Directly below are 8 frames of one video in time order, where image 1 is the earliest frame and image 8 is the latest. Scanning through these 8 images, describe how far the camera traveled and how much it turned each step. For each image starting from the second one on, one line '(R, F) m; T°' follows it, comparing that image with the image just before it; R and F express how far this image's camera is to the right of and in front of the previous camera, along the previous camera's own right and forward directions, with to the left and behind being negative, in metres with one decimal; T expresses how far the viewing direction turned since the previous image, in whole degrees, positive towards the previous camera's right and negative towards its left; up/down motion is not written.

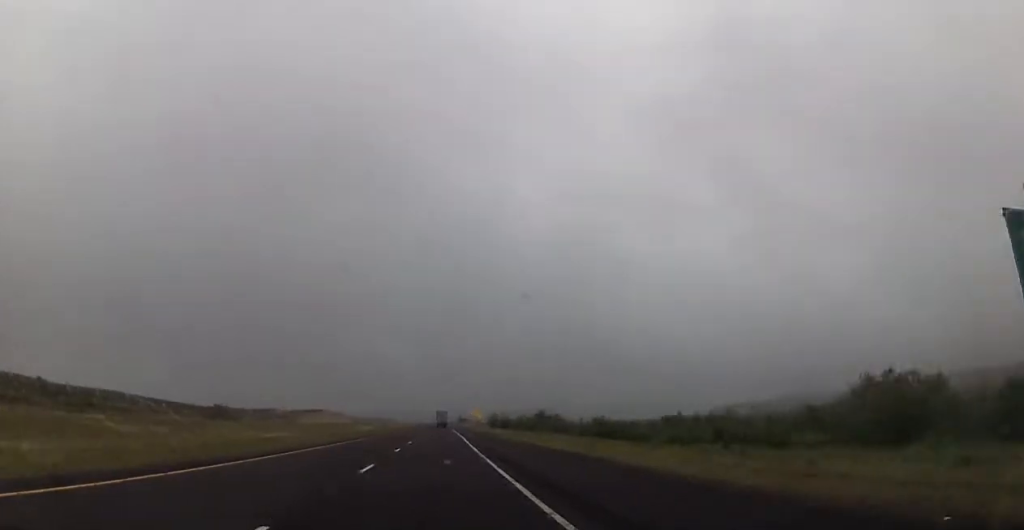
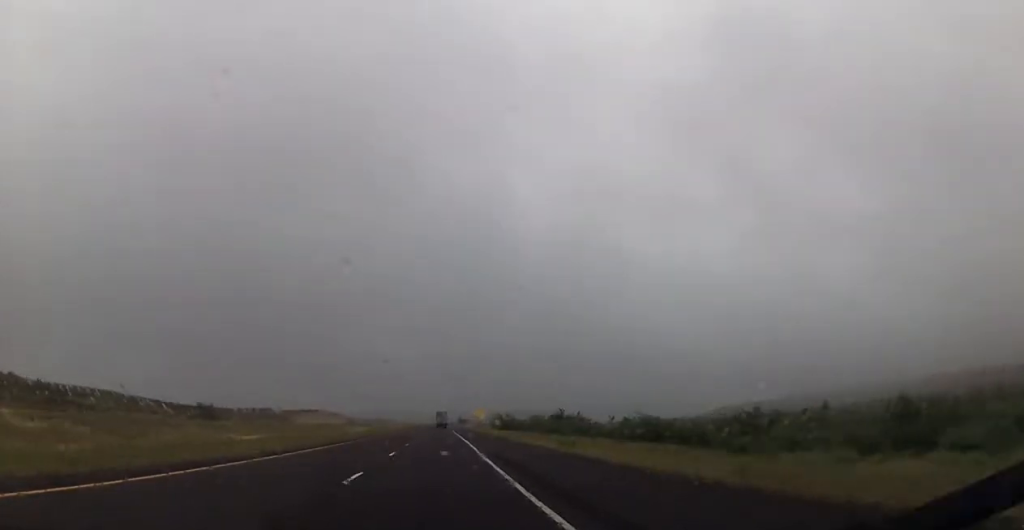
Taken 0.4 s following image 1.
(0.0, +15.0) m; 0°
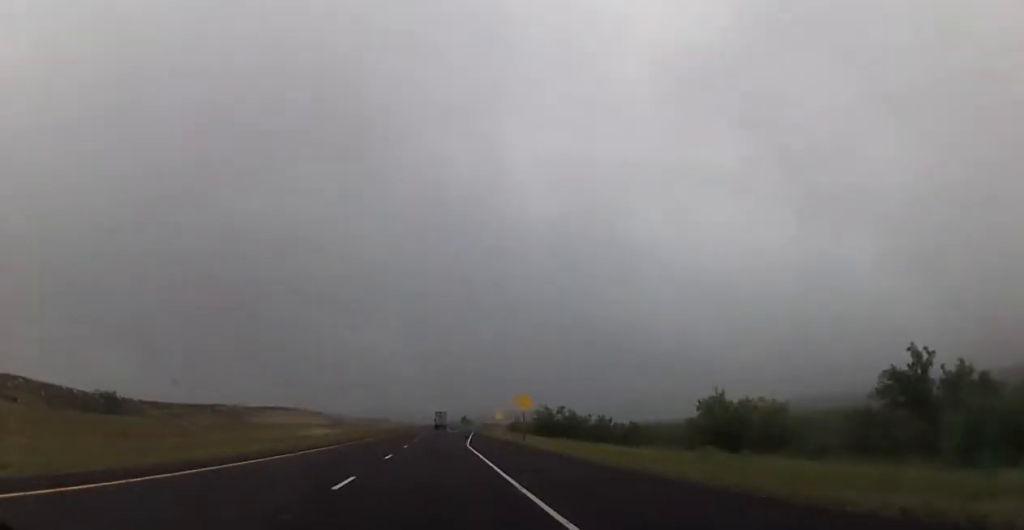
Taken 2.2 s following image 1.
(0.0, +62.2) m; 0°
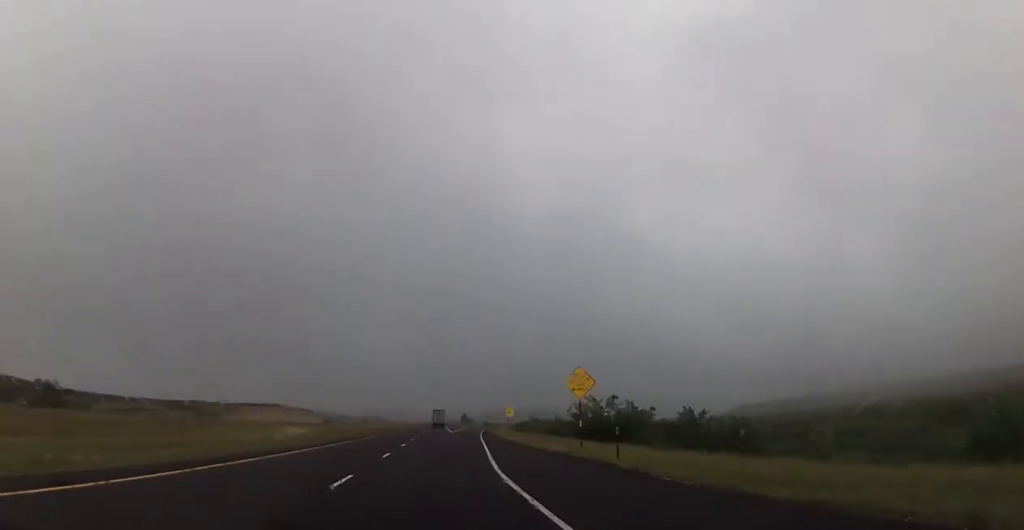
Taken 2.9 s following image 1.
(0.0, +24.2) m; 0°
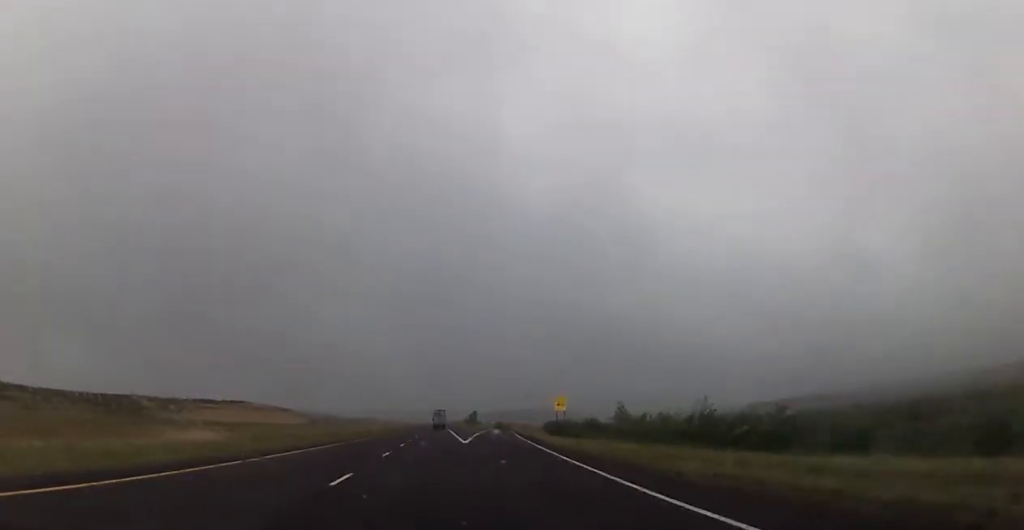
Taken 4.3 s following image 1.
(-0.3, +48.3) m; 0°
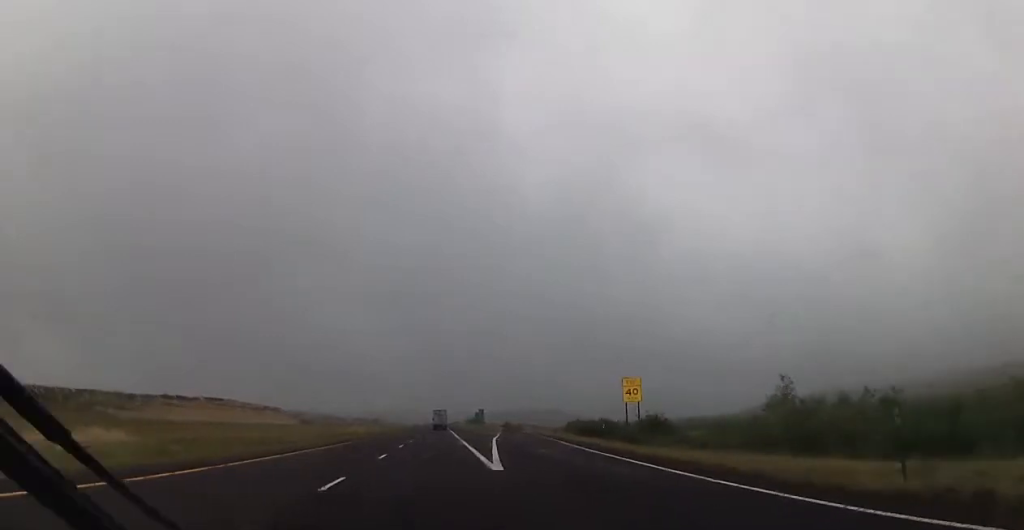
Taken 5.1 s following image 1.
(+0.2, +25.3) m; +1°
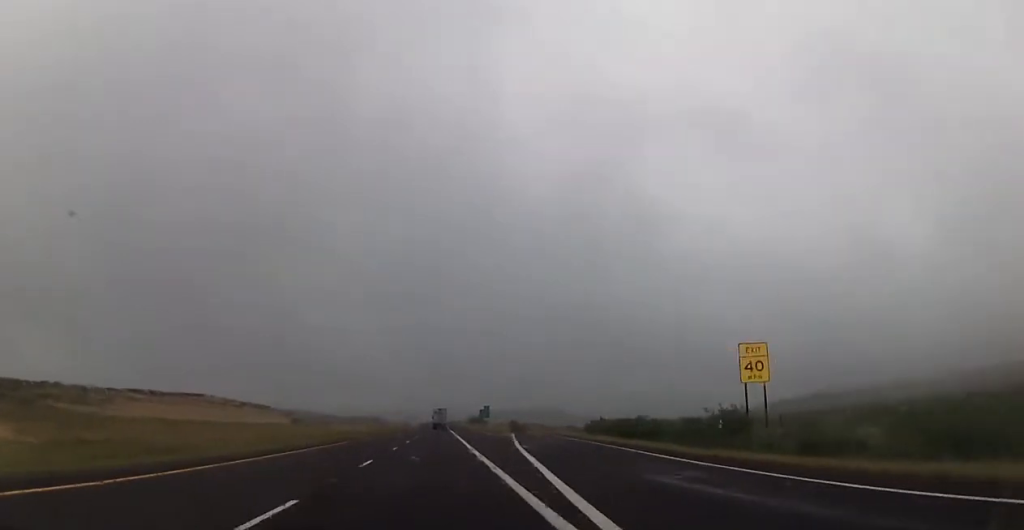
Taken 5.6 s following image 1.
(0.0, +17.3) m; 0°
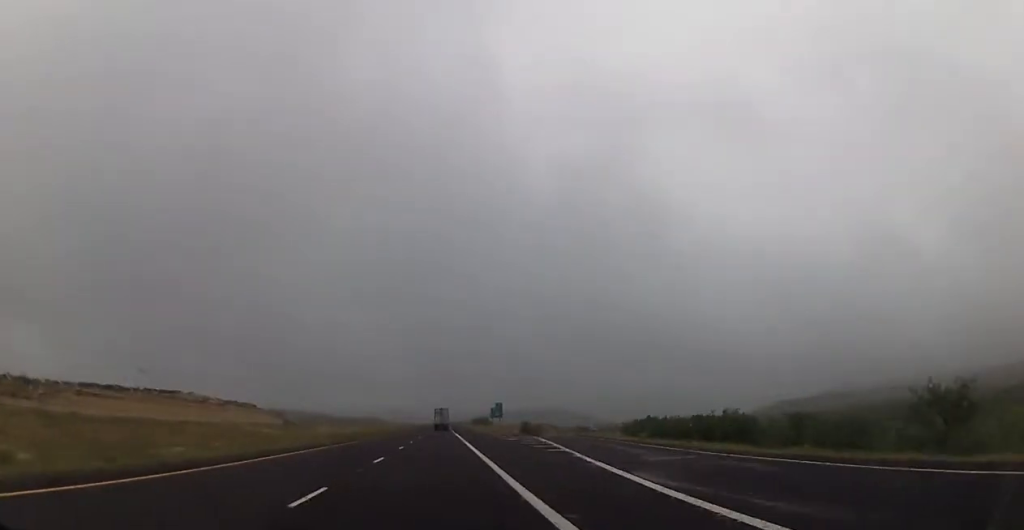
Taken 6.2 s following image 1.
(0.0, +21.9) m; 0°
